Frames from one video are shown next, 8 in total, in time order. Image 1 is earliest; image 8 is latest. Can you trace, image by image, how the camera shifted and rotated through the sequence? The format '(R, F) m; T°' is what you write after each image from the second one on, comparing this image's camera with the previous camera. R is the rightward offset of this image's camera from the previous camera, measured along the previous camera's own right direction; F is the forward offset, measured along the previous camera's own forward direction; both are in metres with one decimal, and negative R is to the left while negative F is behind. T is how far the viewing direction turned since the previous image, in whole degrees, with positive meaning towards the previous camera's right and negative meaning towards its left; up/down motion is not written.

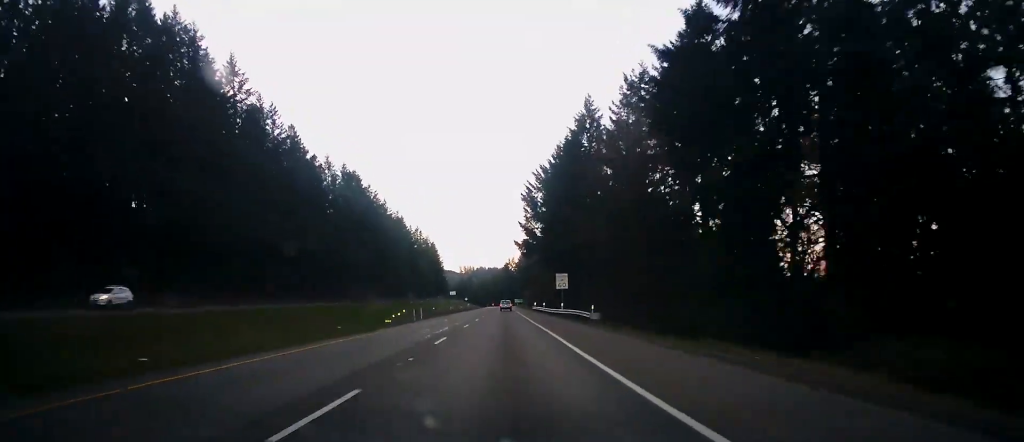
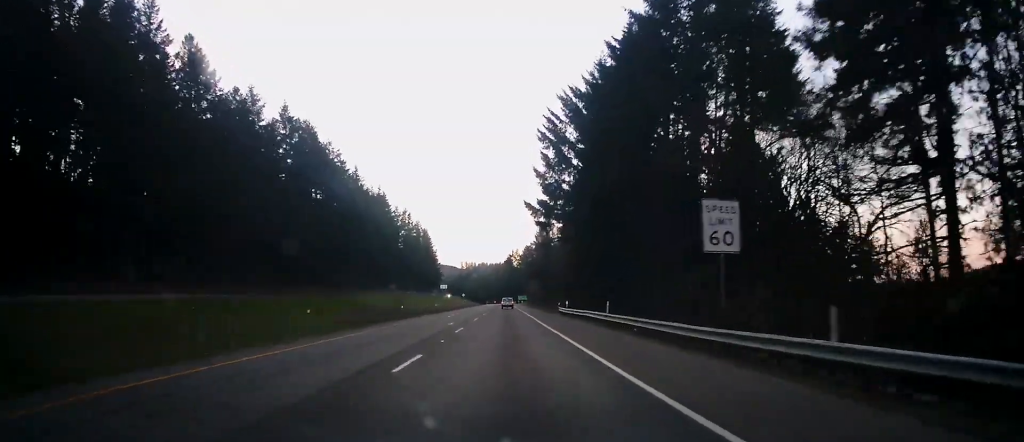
(+1.4, +43.7) m; +2°
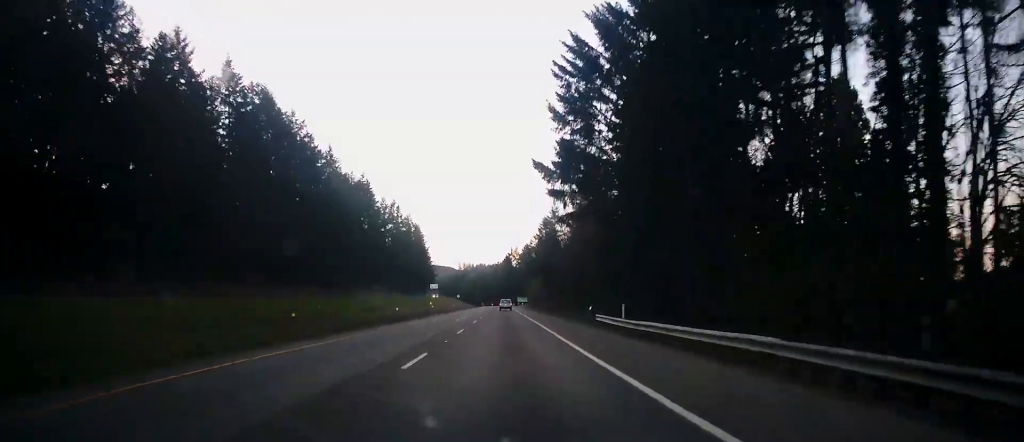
(-0.2, +23.5) m; -1°
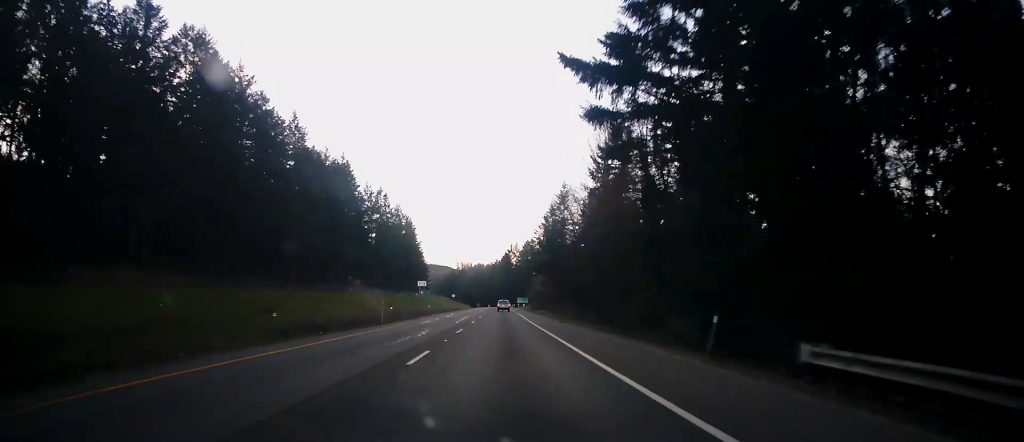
(-0.1, +23.3) m; 0°
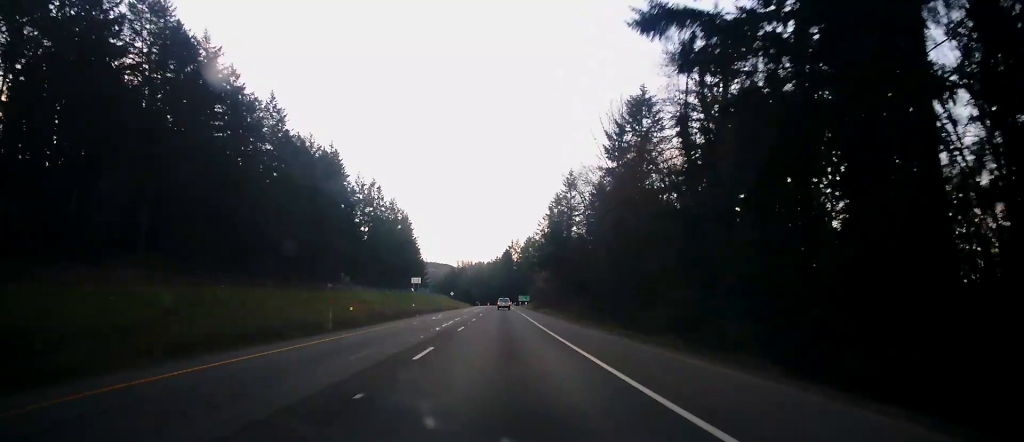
(0.0, +11.2) m; 0°
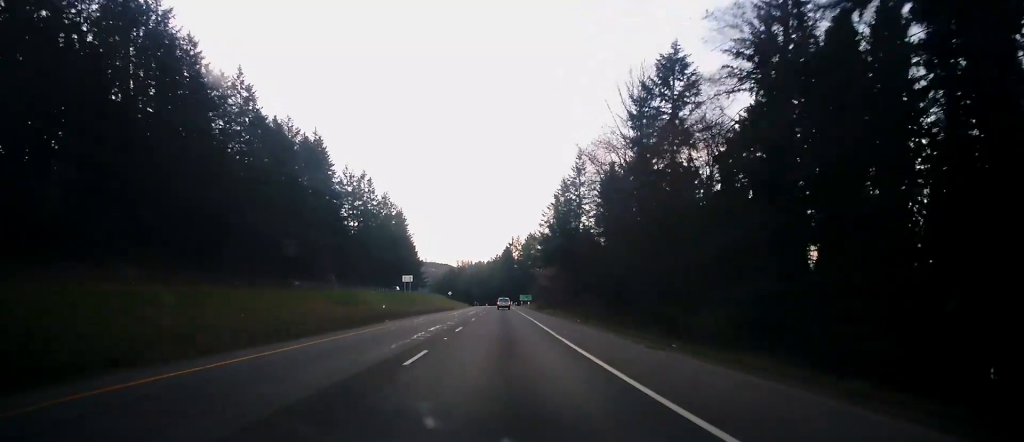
(0.0, +13.1) m; +1°
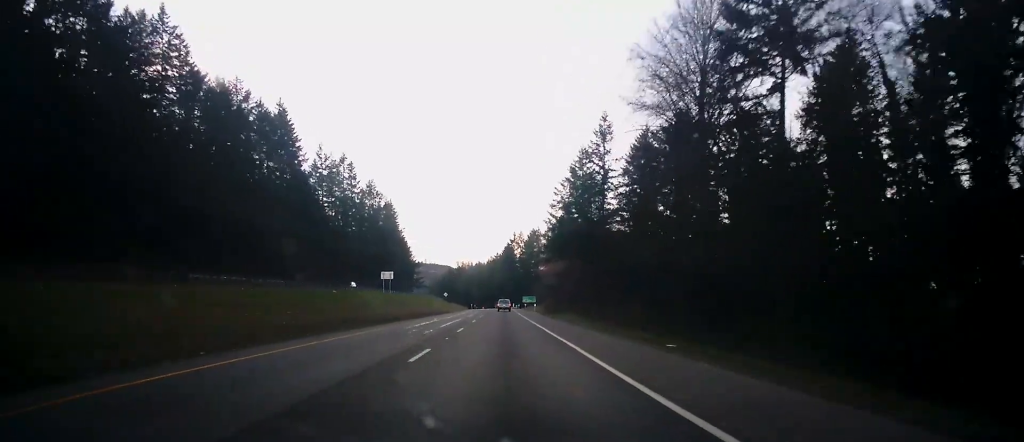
(+0.1, +23.6) m; +1°
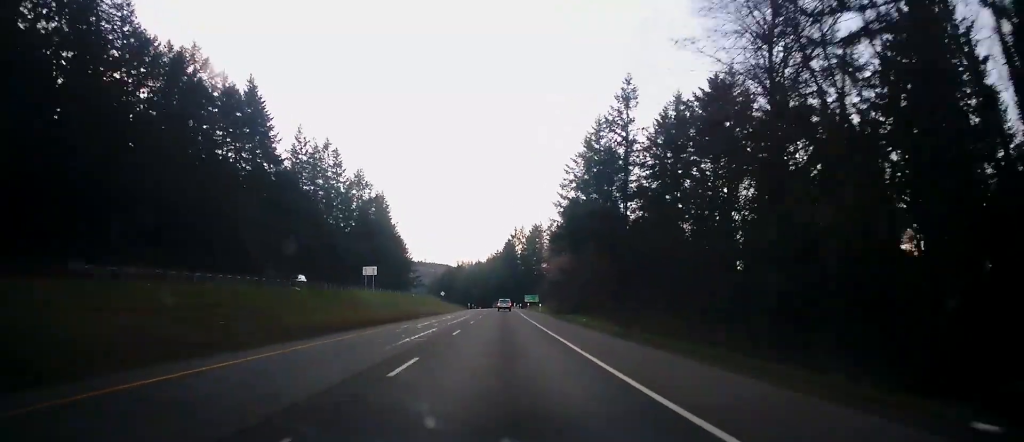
(+0.3, +14.3) m; 0°
